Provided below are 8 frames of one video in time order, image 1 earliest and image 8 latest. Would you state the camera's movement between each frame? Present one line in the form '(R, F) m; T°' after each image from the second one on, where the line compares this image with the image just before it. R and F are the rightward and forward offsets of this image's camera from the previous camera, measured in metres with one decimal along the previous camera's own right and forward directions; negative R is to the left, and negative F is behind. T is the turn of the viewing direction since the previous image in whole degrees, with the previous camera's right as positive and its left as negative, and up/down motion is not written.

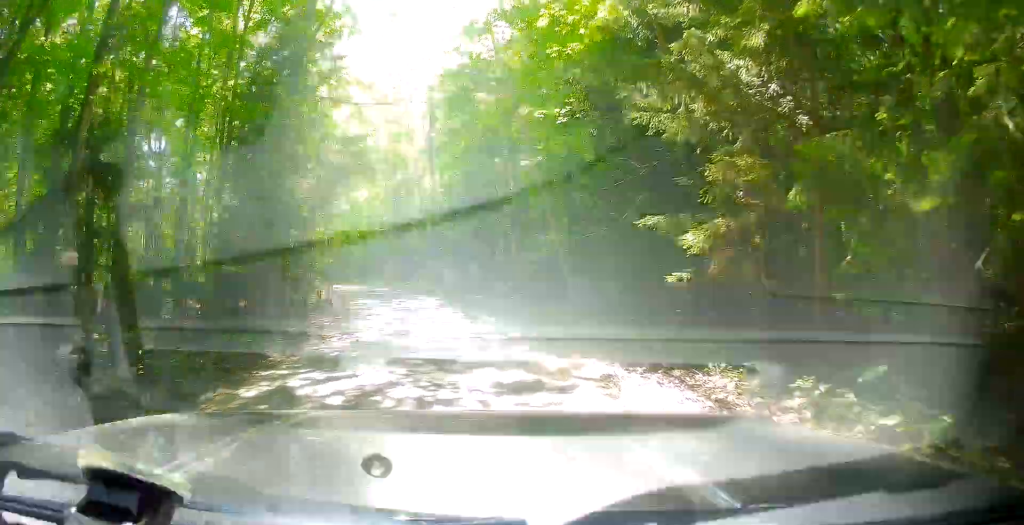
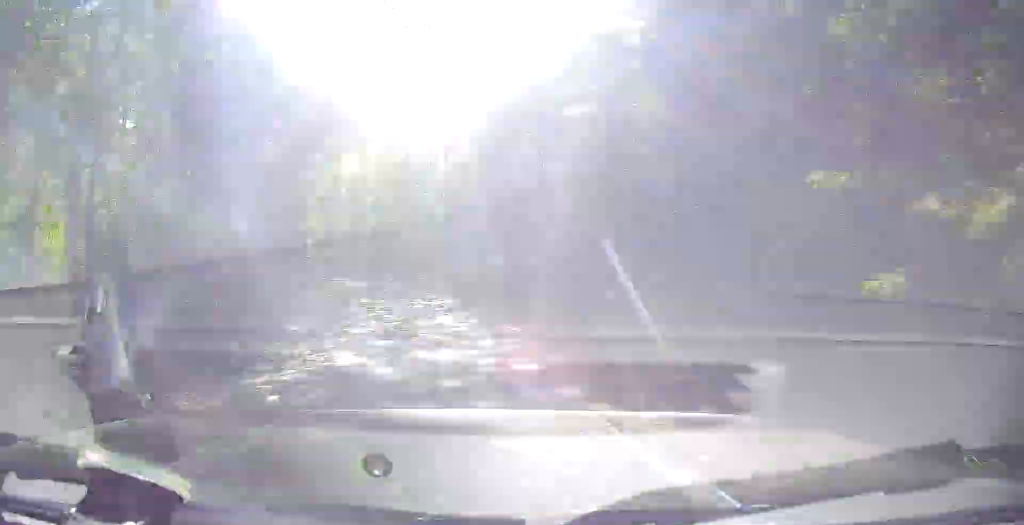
(0.0, +4.5) m; -1°
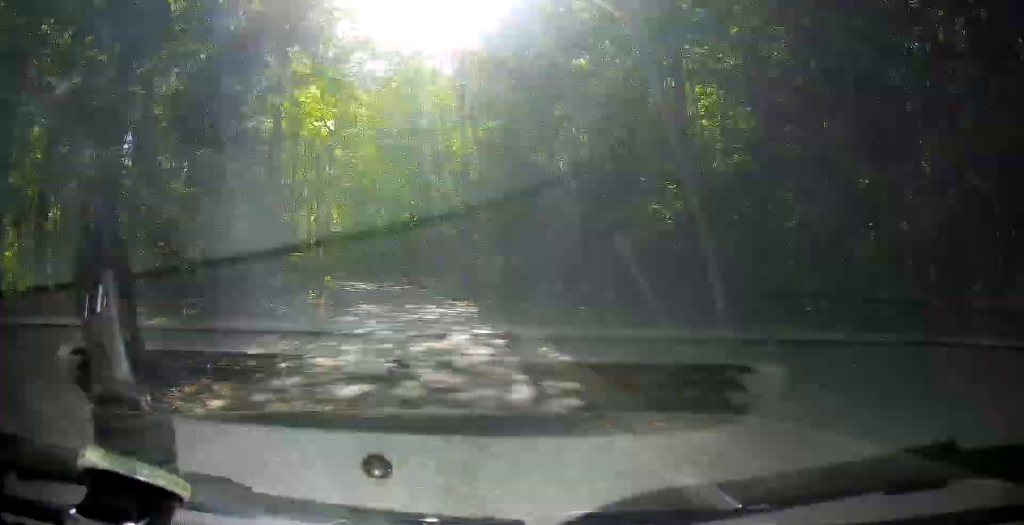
(+0.2, +5.0) m; -2°
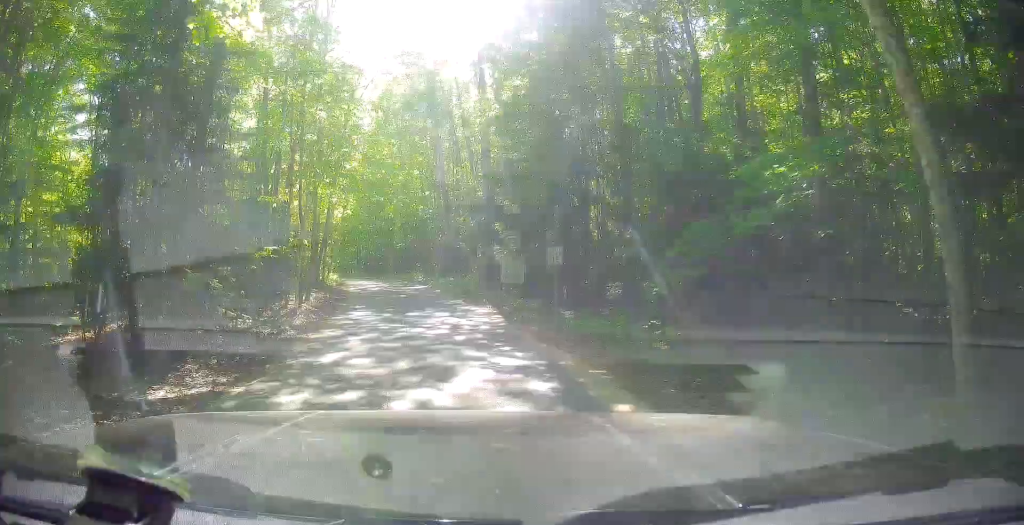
(-0.3, +5.2) m; -8°
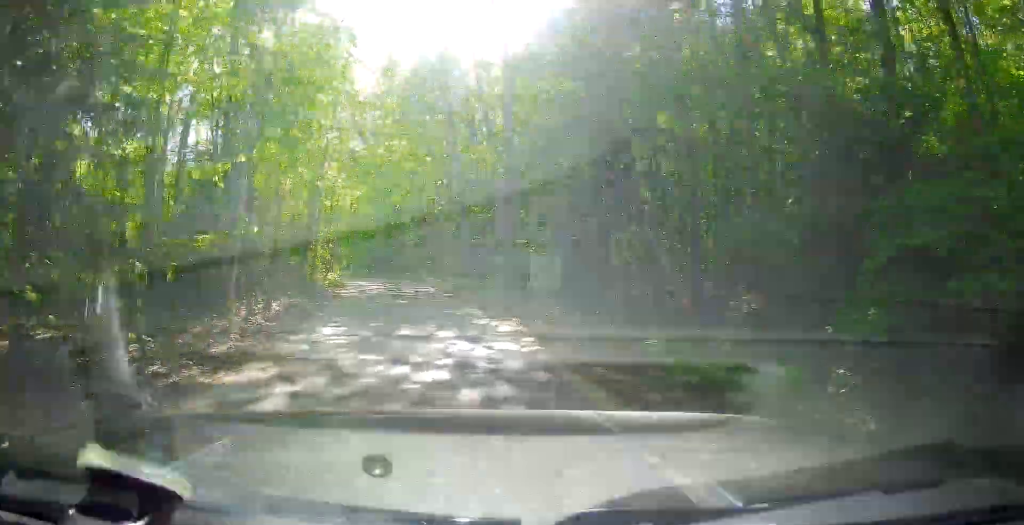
(-0.6, +5.8) m; -3°
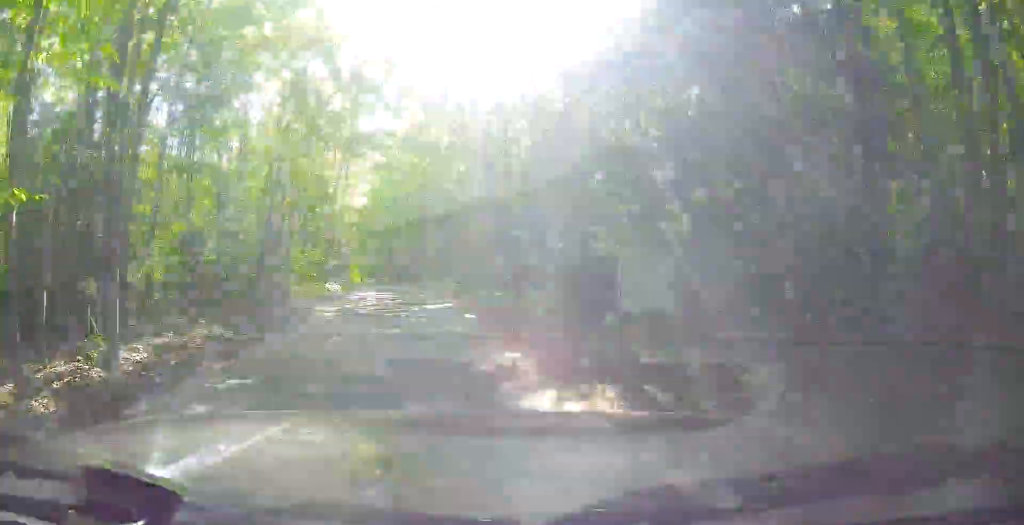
(+0.8, +9.1) m; +10°
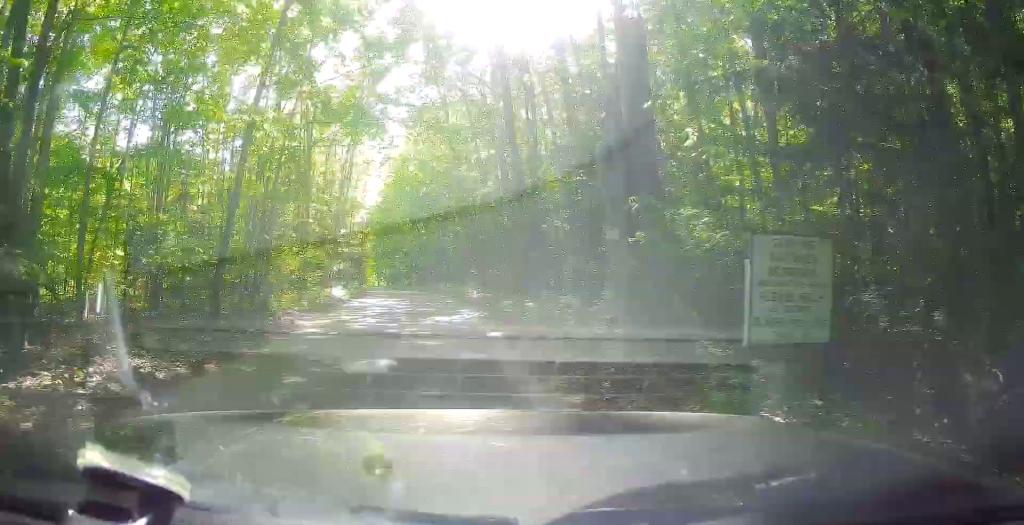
(+0.7, +4.5) m; -1°
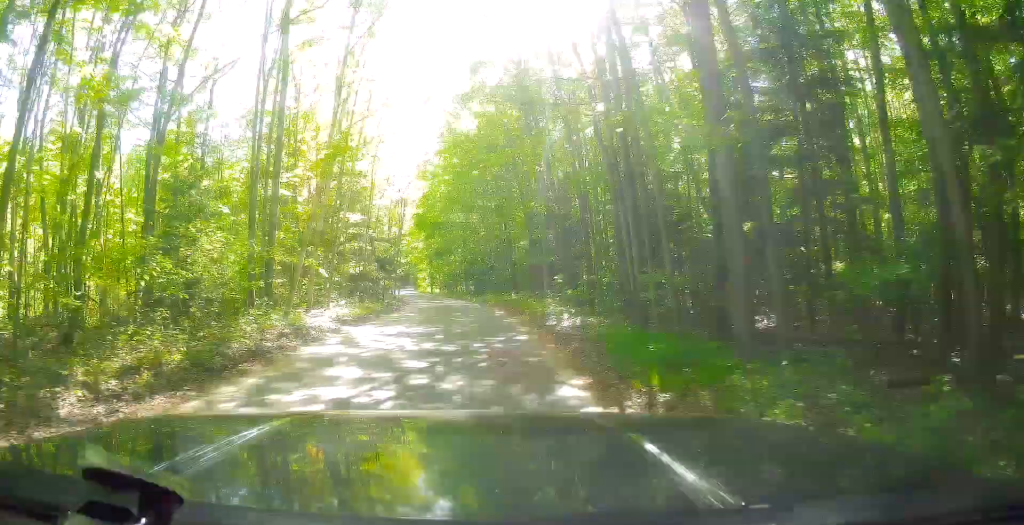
(-2.2, +14.3) m; -10°
